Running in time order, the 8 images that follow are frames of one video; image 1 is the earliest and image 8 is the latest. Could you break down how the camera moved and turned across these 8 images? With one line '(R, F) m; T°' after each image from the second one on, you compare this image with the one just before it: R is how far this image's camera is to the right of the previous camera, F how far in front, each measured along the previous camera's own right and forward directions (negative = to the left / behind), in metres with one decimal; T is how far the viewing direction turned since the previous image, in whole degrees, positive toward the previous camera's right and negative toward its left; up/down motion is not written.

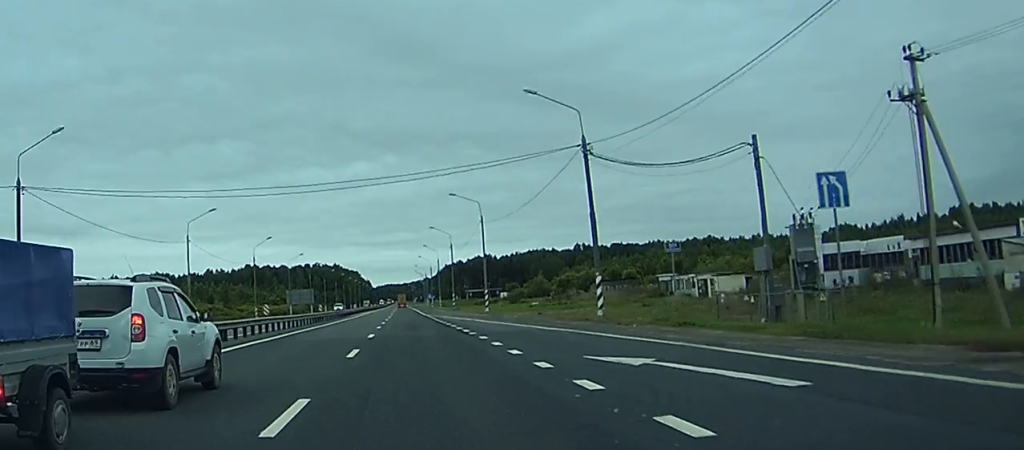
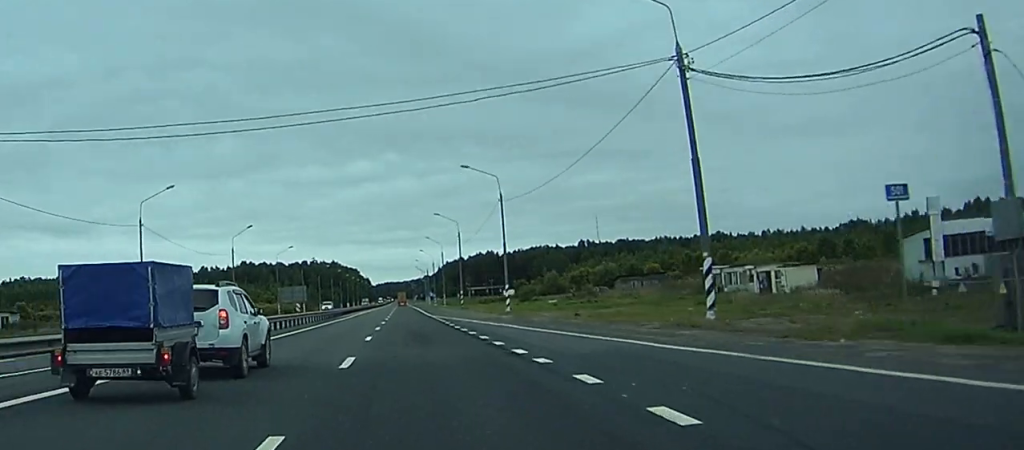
(+0.1, +15.5) m; 0°
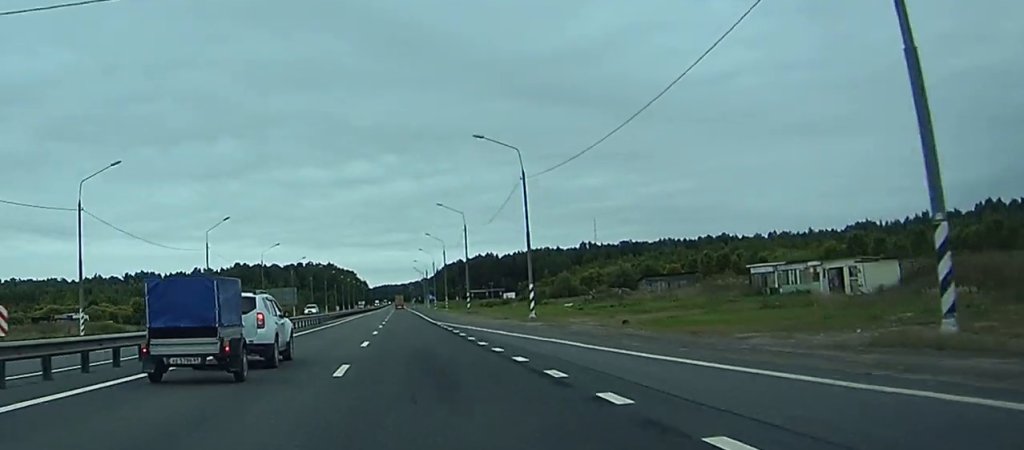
(0.0, +12.9) m; 0°
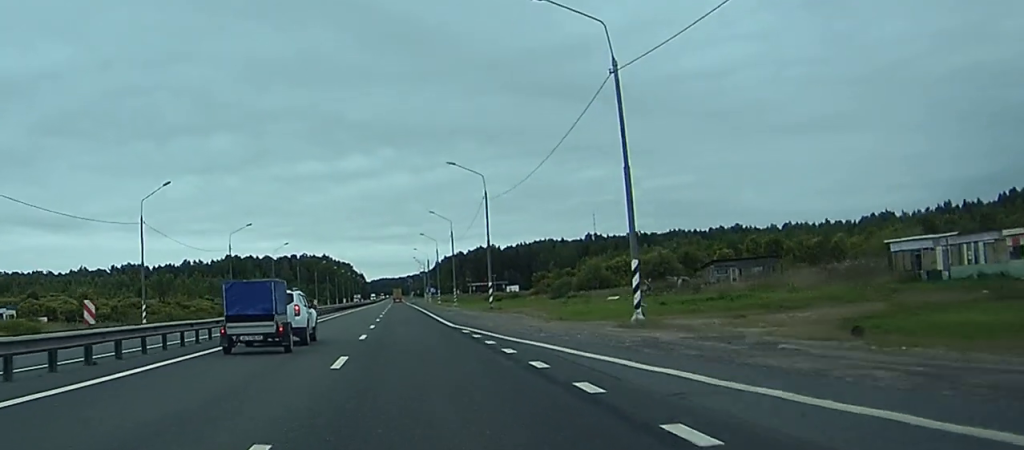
(-0.1, +23.2) m; 0°
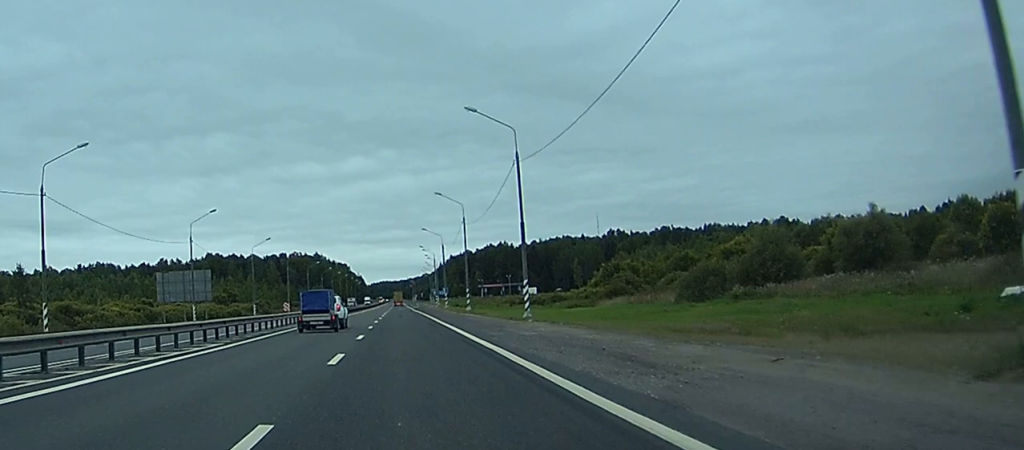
(0.0, +57.1) m; 0°
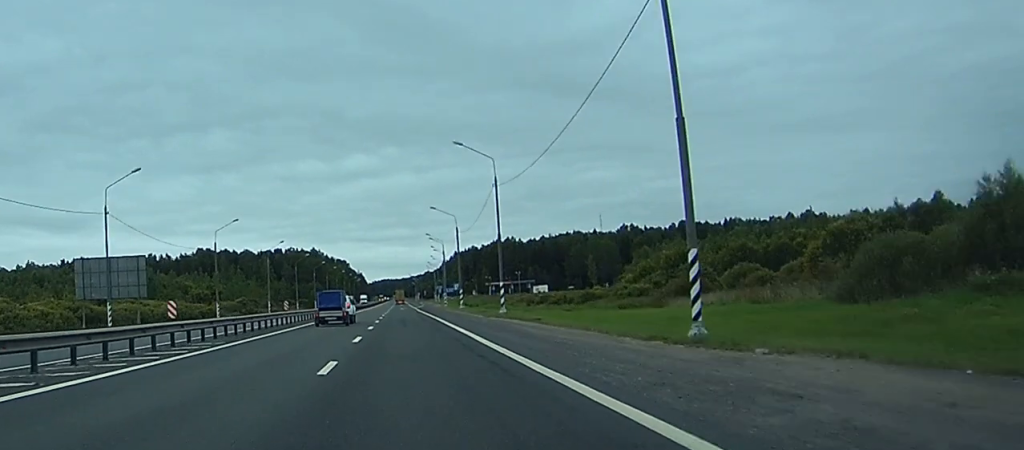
(0.0, +26.2) m; 0°
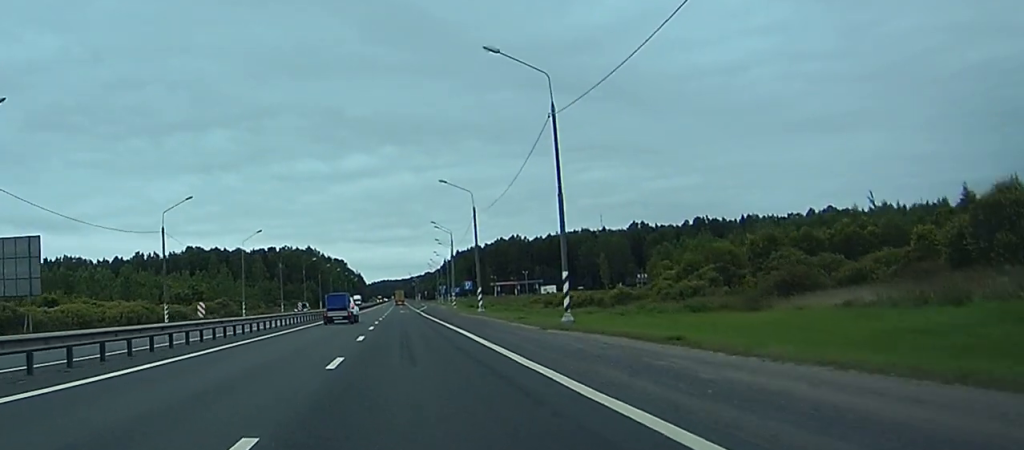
(-0.1, +21.9) m; -1°
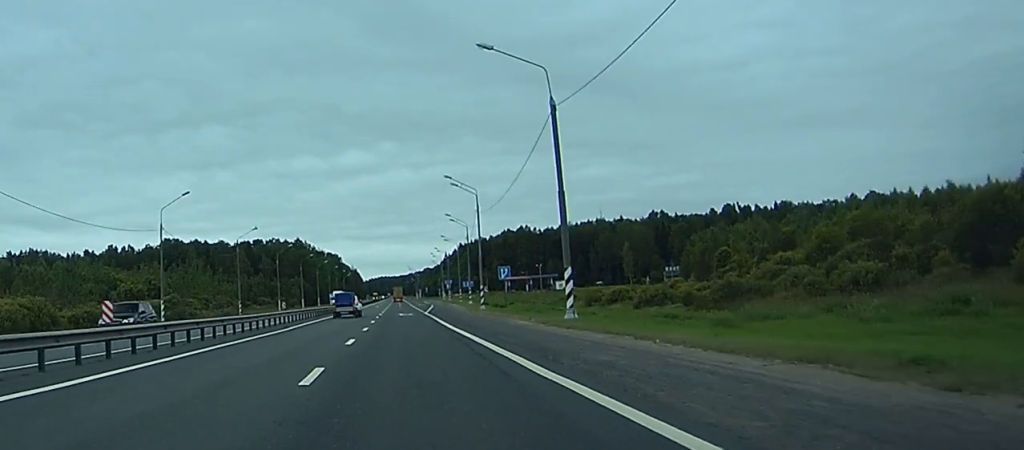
(-0.4, +38.7) m; -1°
